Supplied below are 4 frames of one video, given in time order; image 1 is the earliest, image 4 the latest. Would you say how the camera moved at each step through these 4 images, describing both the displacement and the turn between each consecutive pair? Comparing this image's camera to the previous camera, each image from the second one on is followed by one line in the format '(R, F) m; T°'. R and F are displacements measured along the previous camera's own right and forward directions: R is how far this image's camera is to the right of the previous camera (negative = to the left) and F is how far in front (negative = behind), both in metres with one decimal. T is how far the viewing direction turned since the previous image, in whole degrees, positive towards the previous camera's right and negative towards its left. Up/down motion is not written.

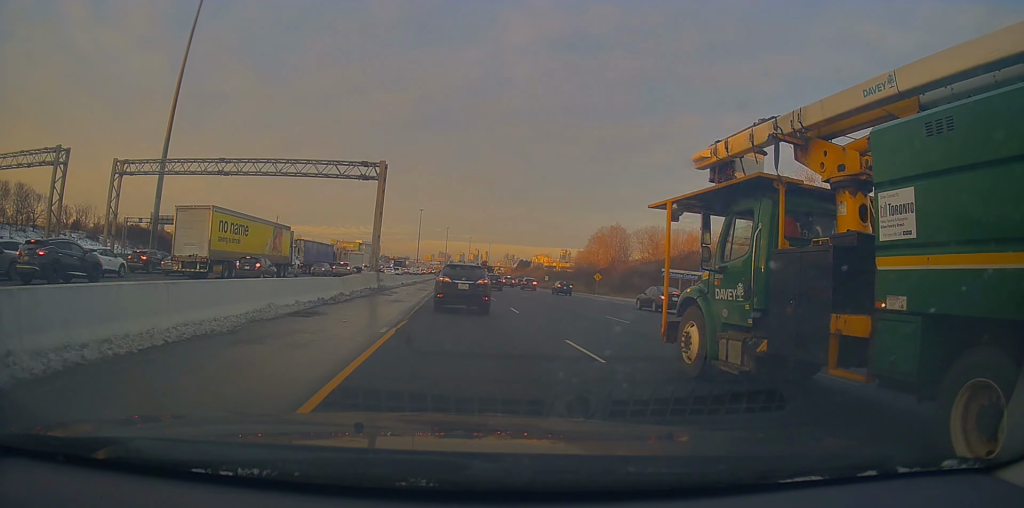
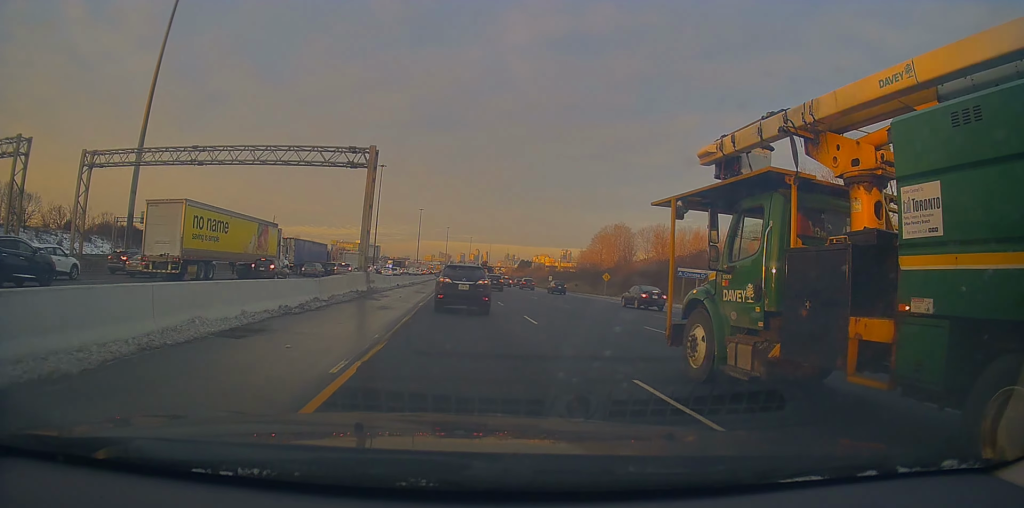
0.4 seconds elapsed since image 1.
(+0.1, +4.3) m; -1°
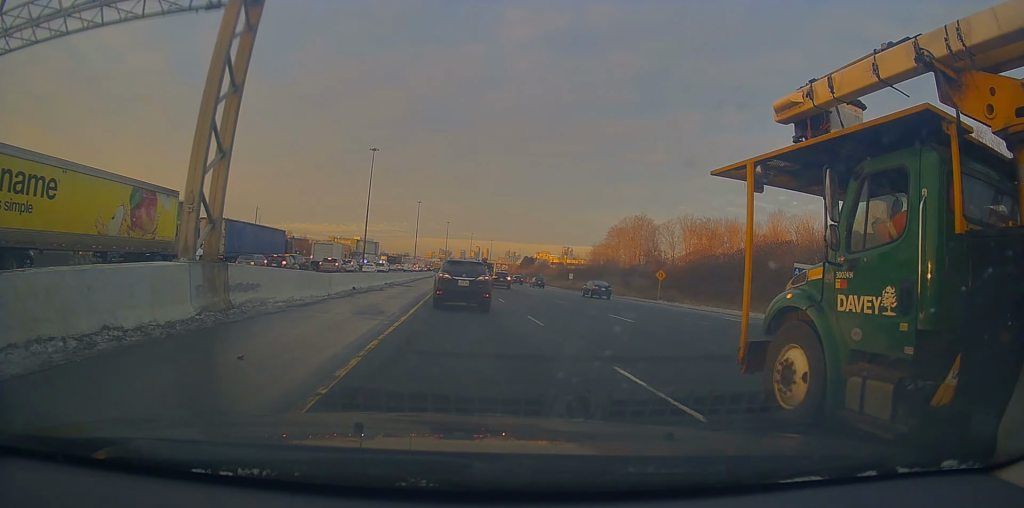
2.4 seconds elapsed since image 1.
(+0.1, +20.9) m; +3°
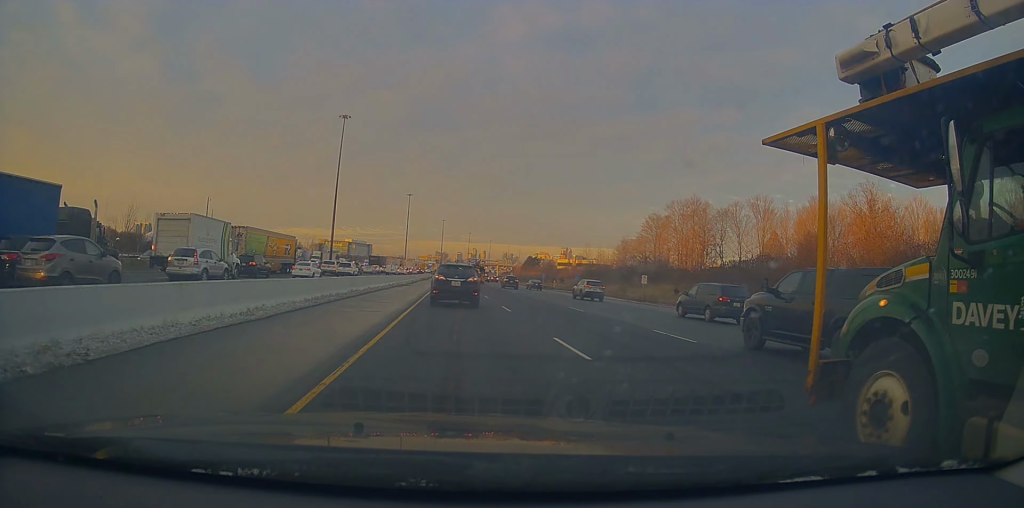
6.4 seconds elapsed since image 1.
(+0.1, +42.8) m; -1°
